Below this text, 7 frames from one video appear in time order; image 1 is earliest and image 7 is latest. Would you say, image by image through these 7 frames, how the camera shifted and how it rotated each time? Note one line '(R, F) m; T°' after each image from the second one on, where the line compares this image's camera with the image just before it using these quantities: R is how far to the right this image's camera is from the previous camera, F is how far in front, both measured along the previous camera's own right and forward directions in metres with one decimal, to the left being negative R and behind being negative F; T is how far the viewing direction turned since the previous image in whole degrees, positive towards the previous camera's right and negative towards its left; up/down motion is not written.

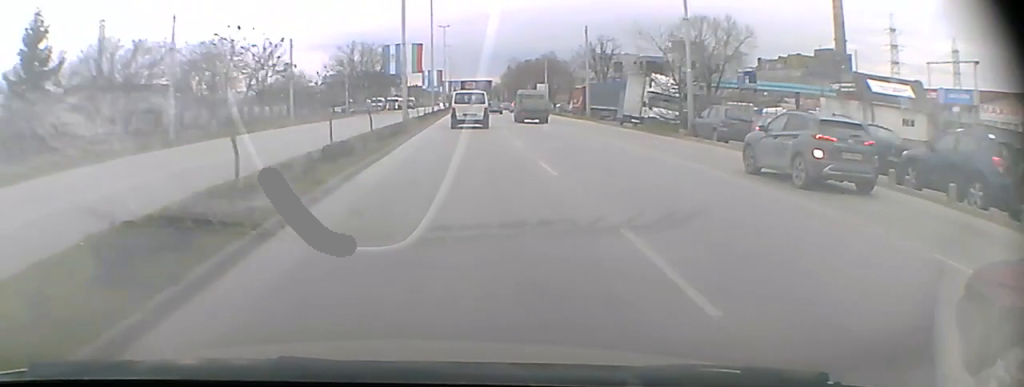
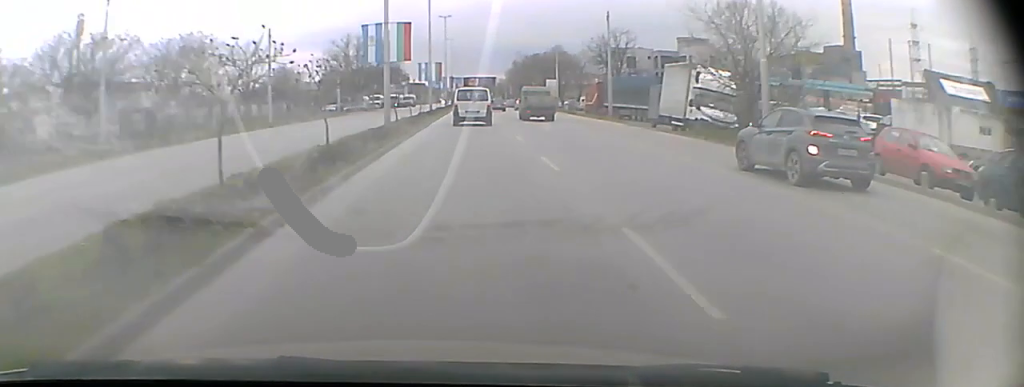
(0.0, +9.0) m; 0°
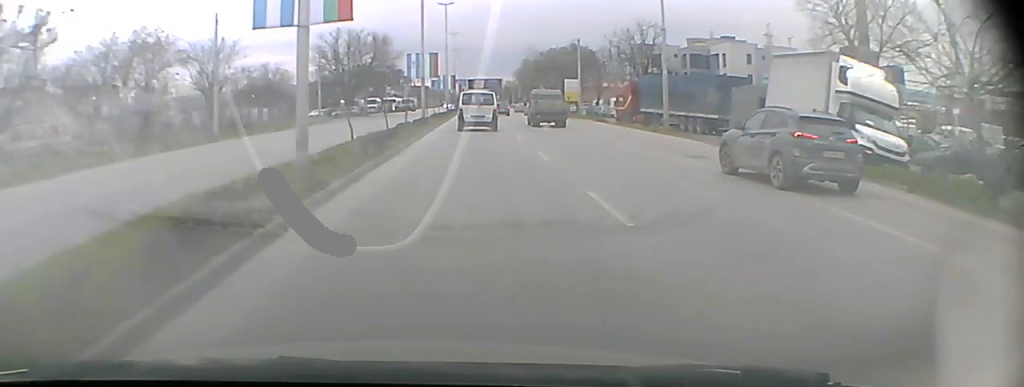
(0.0, +14.9) m; 0°
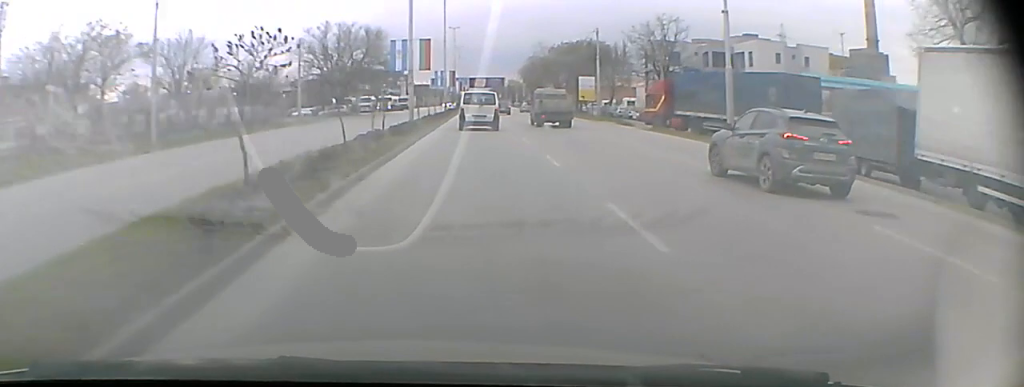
(0.0, +11.9) m; 0°
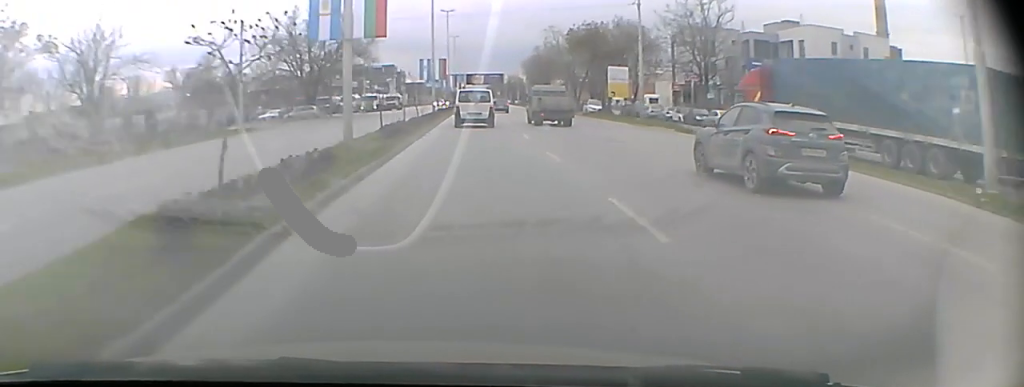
(0.0, +16.1) m; 0°
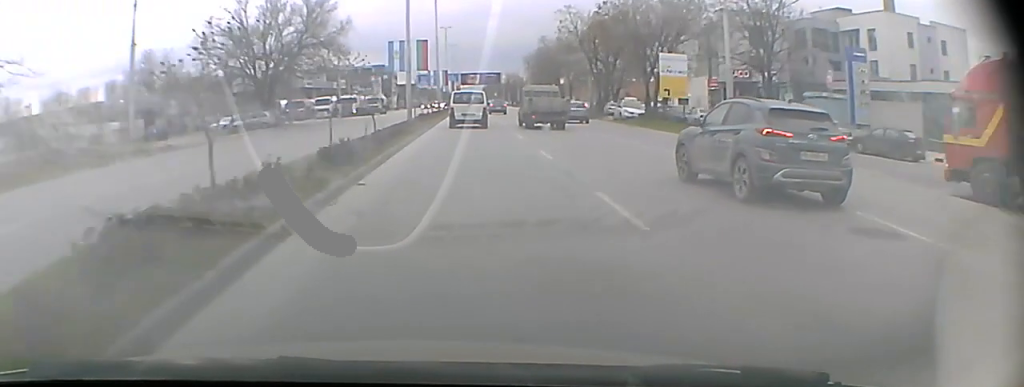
(+0.1, +17.5) m; 0°
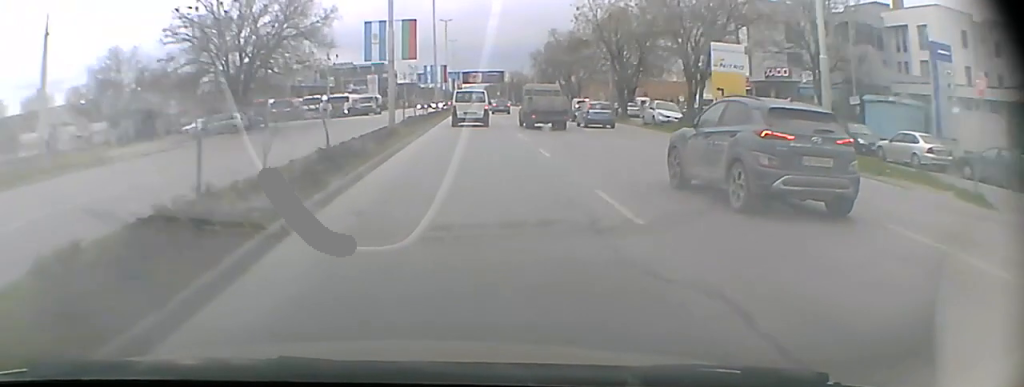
(0.0, +8.8) m; 0°
